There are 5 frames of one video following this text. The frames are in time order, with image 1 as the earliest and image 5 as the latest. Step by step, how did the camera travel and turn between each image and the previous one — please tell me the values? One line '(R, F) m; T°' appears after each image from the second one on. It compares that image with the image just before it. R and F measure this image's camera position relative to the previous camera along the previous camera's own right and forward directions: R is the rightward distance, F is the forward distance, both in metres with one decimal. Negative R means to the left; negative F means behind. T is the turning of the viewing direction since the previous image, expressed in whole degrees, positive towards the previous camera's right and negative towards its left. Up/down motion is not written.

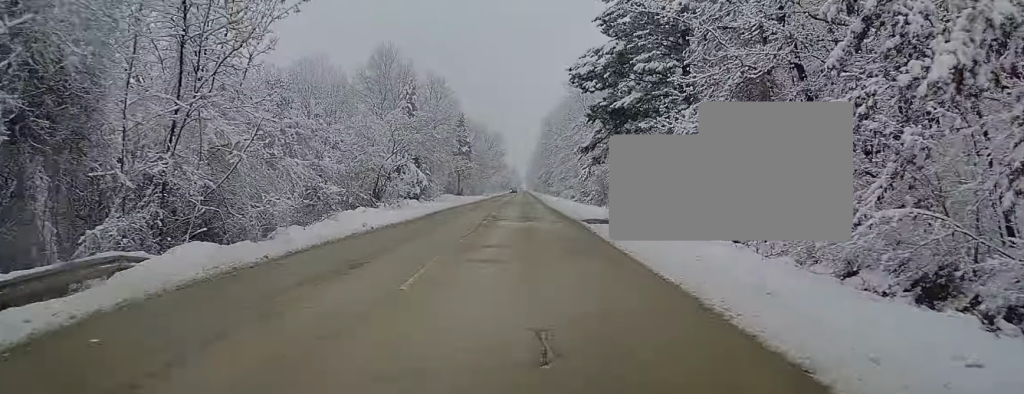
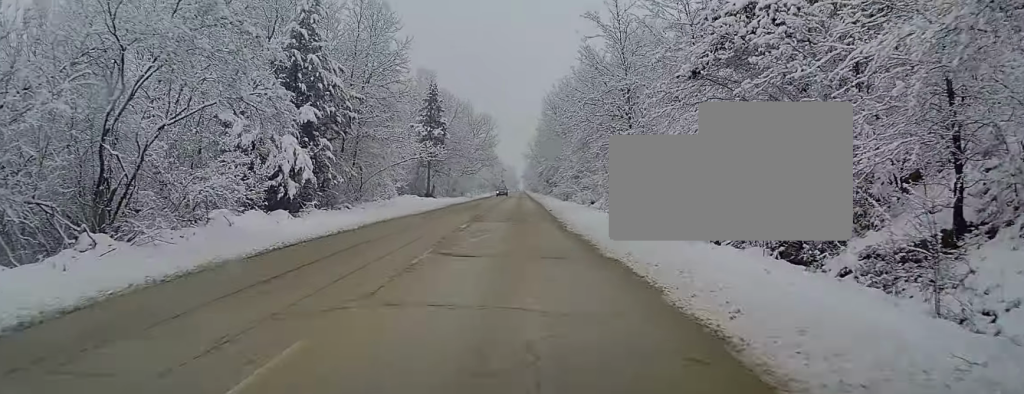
(-0.4, +30.1) m; -1°
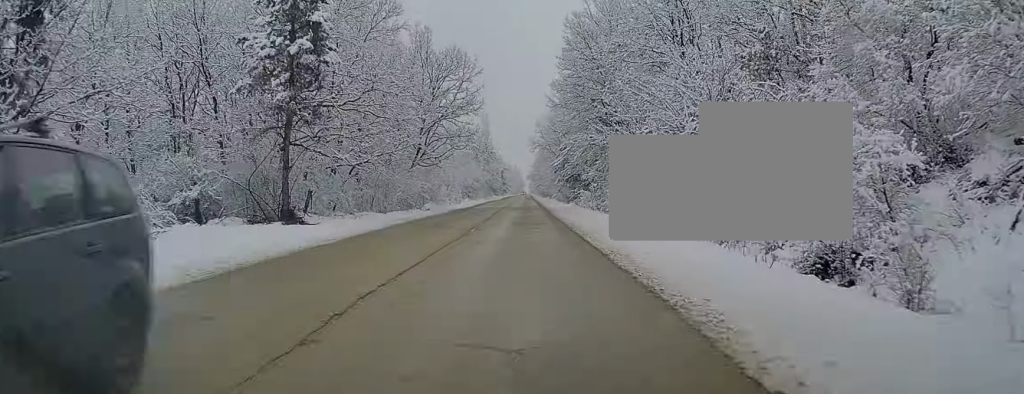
(0.0, +48.2) m; 0°
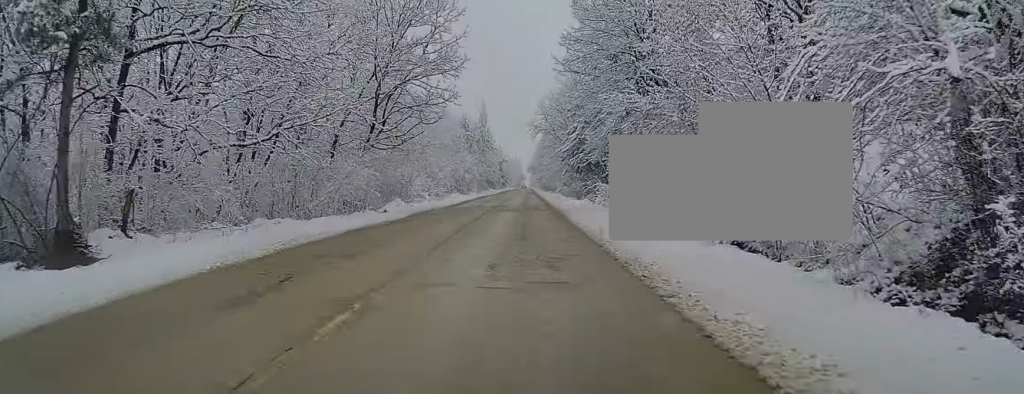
(-0.1, +15.6) m; 0°
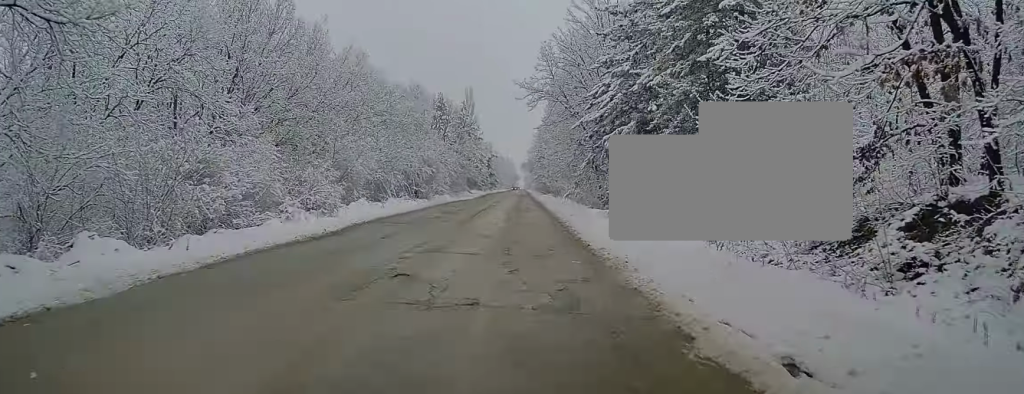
(+0.3, +32.2) m; +2°
